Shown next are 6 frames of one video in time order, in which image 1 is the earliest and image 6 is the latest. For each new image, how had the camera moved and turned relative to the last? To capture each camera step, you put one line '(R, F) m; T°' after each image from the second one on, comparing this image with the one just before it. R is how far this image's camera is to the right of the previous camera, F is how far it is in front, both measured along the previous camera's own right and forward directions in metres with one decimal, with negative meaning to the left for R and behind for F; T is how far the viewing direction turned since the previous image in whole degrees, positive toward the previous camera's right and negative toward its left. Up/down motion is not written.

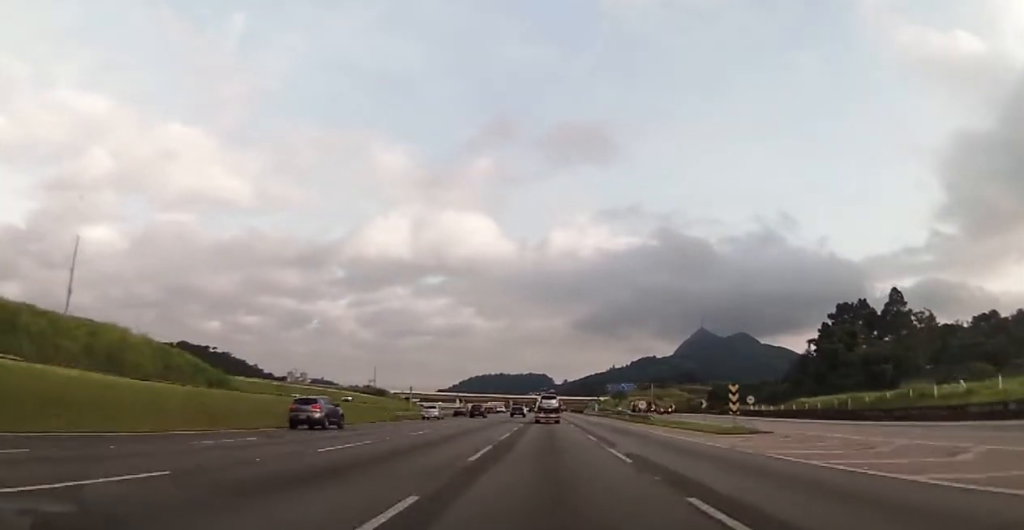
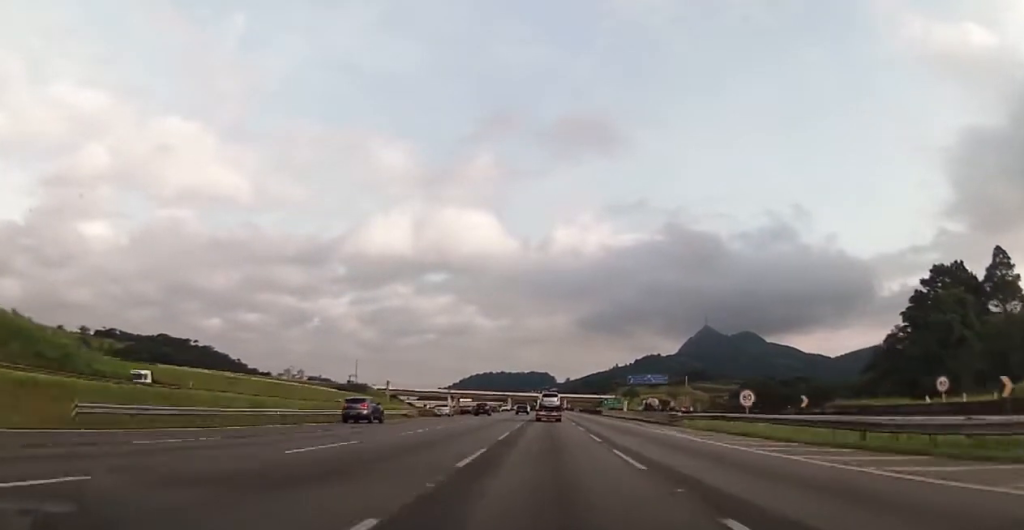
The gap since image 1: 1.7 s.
(-0.1, +48.9) m; 0°
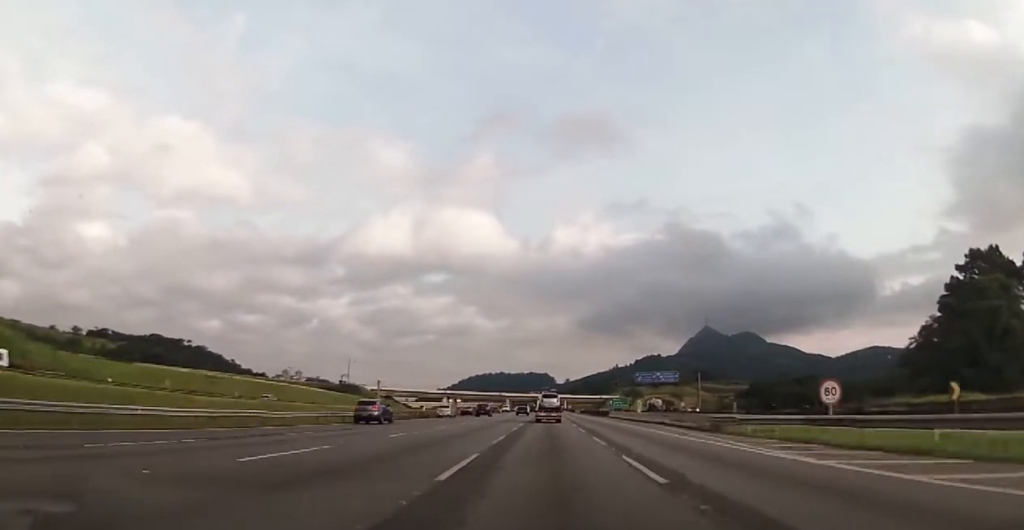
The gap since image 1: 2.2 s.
(+0.2, +14.1) m; 0°
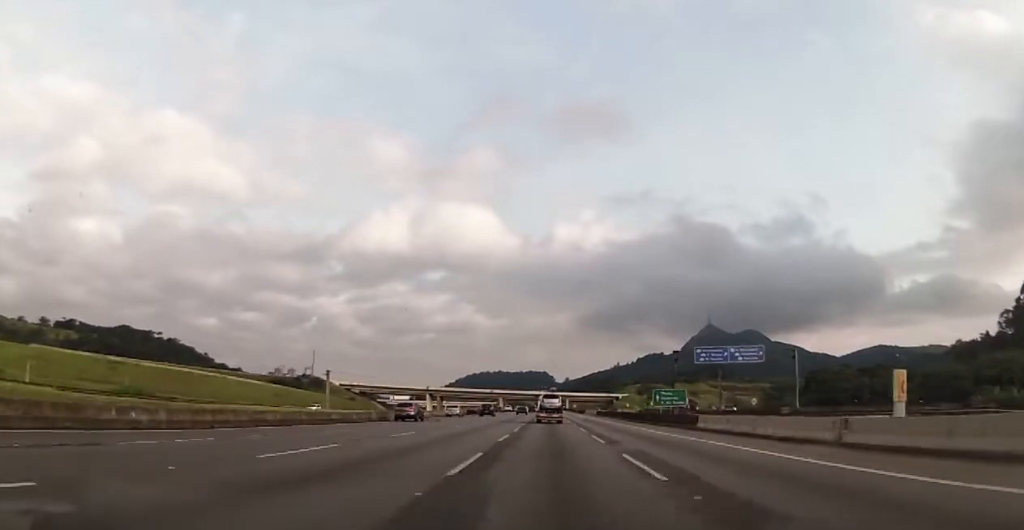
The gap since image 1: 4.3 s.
(0.0, +58.7) m; 0°
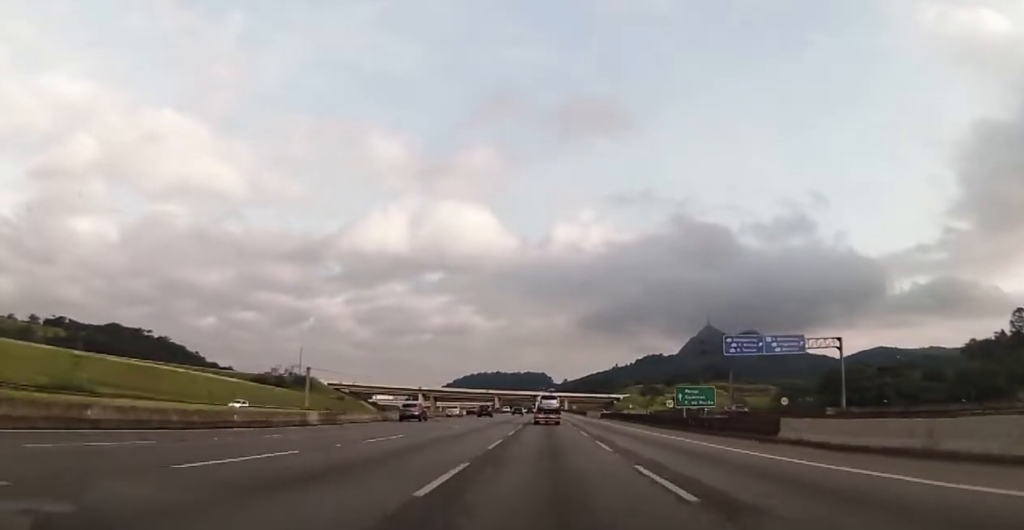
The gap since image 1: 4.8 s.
(-0.3, +15.1) m; 0°
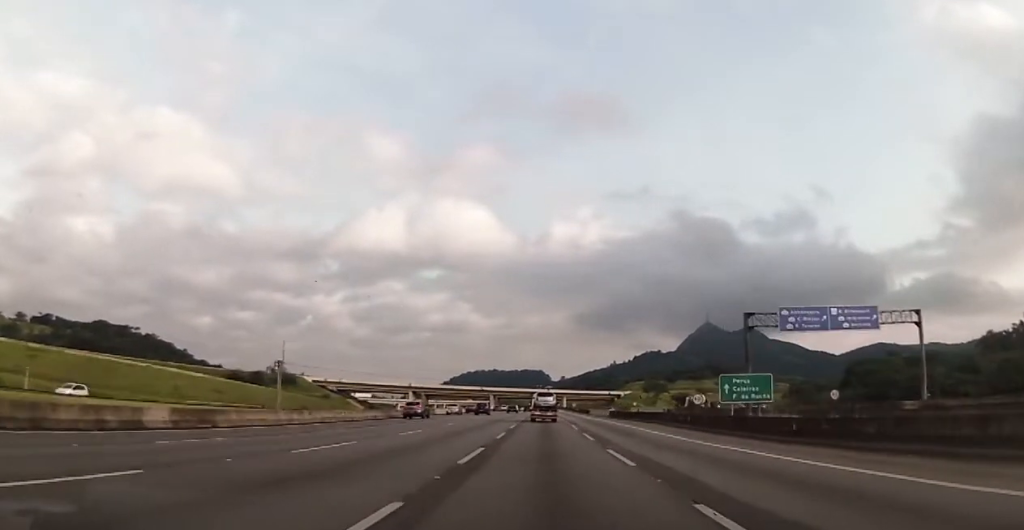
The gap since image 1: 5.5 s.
(-0.1, +18.0) m; 0°
